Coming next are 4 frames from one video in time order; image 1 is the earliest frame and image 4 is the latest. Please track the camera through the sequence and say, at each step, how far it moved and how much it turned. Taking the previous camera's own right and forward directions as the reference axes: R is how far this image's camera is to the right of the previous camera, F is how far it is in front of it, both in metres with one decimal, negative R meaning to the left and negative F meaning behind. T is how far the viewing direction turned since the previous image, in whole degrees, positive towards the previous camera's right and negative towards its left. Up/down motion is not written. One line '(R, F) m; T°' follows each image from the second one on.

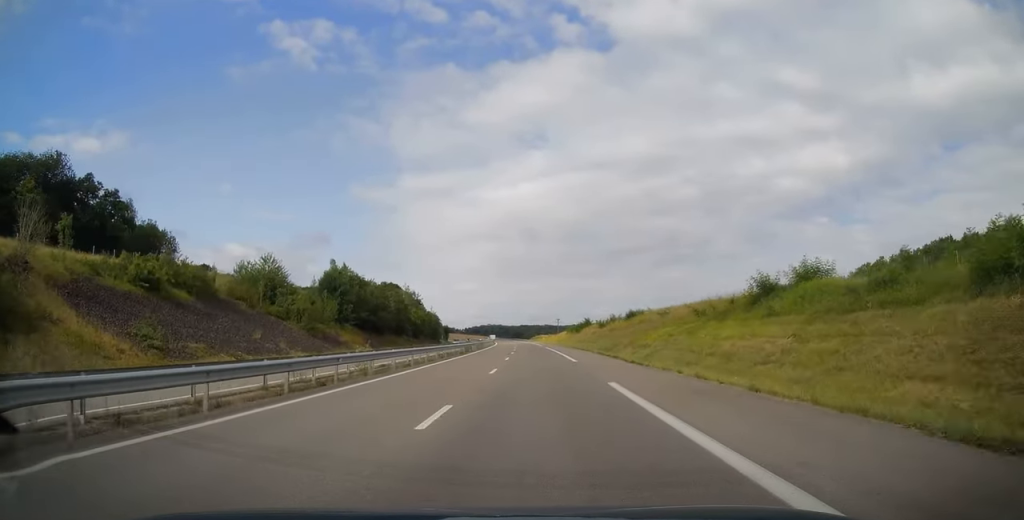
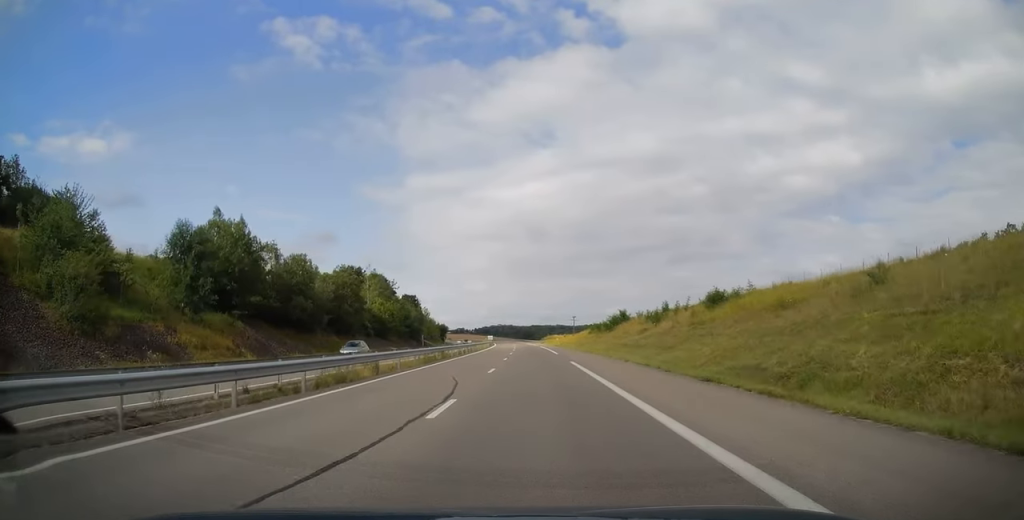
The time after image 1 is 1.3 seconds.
(-0.3, +38.8) m; -1°
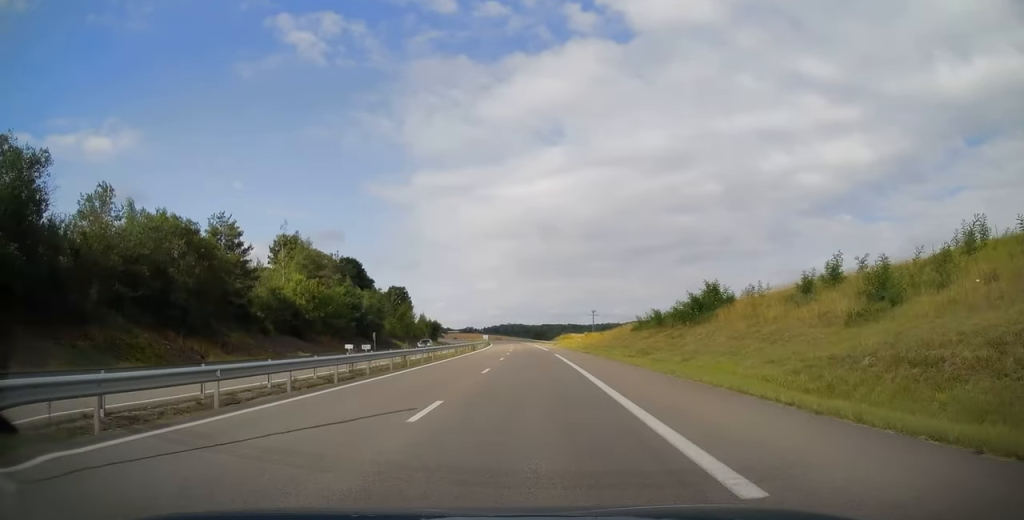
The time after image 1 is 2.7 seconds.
(-0.5, +40.3) m; -1°
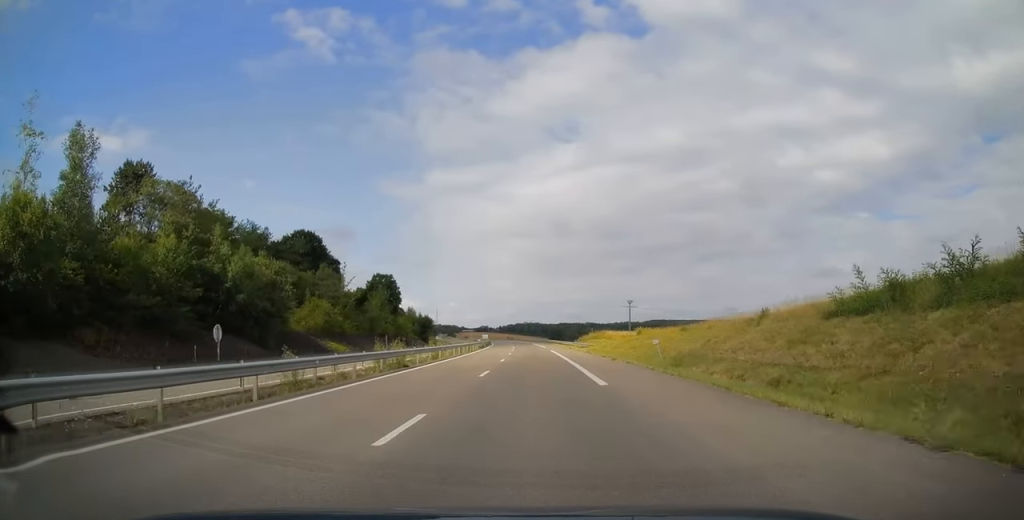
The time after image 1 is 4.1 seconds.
(-0.3, +42.2) m; -2°
